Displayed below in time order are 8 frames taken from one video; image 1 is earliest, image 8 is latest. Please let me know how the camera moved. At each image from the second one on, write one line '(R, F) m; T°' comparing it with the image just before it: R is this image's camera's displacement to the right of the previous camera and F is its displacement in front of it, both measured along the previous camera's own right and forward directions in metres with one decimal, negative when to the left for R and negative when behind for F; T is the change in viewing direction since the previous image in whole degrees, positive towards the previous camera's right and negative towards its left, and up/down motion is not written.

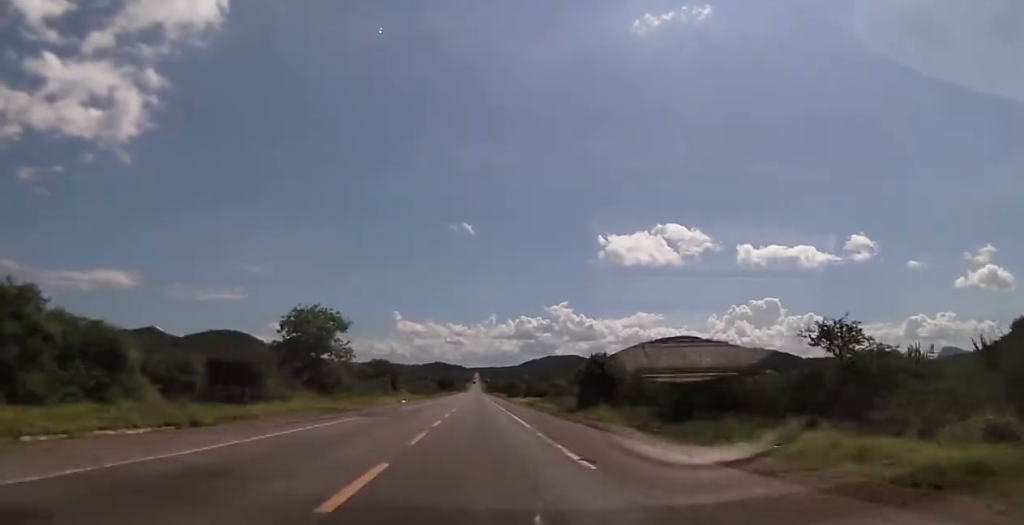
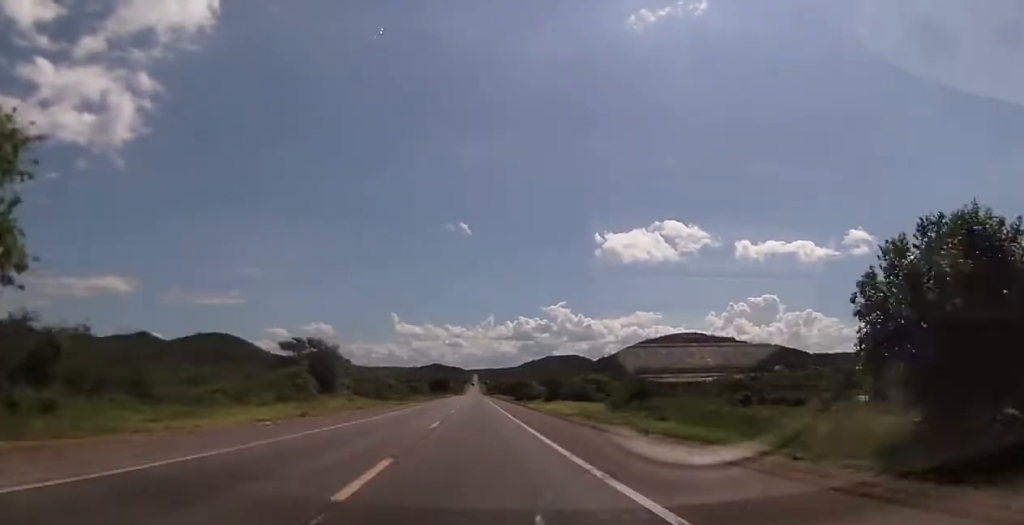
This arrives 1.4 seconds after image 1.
(+0.2, +52.5) m; 0°
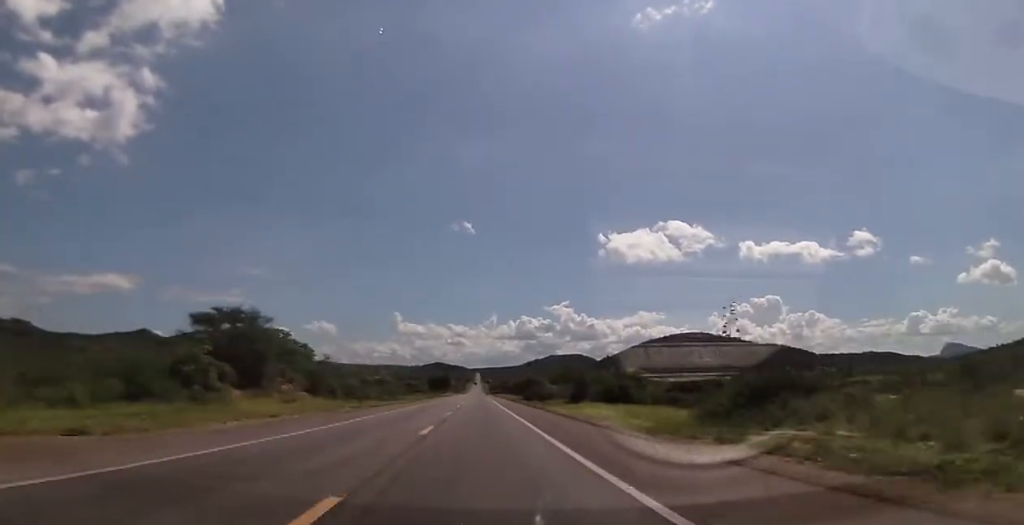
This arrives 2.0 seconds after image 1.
(-0.1, +24.5) m; 0°
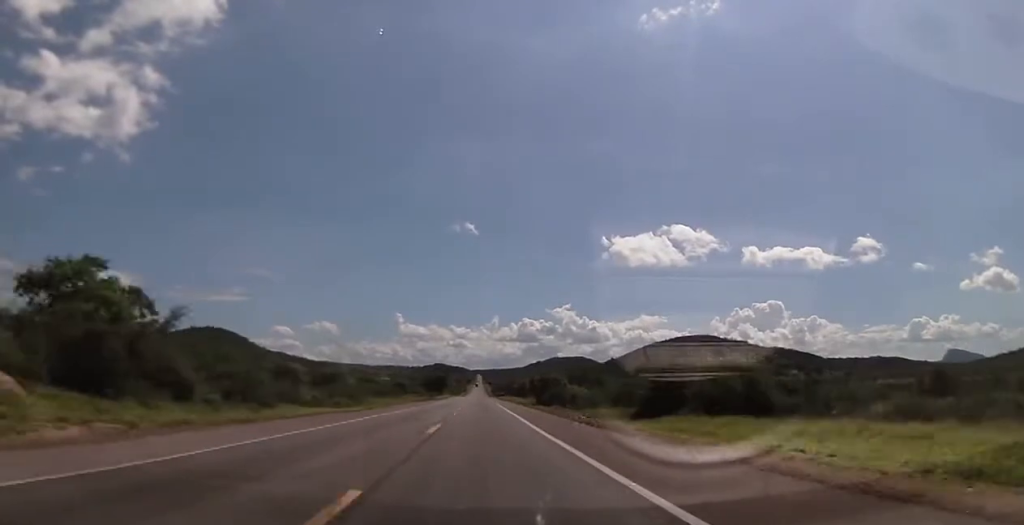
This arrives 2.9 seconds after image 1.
(0.0, +37.4) m; 0°
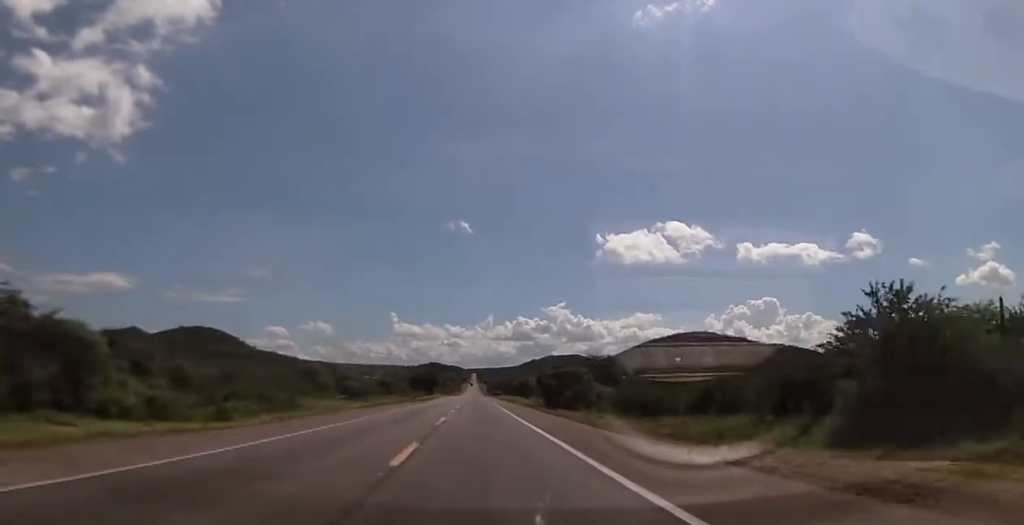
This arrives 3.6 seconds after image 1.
(0.0, +28.9) m; 0°
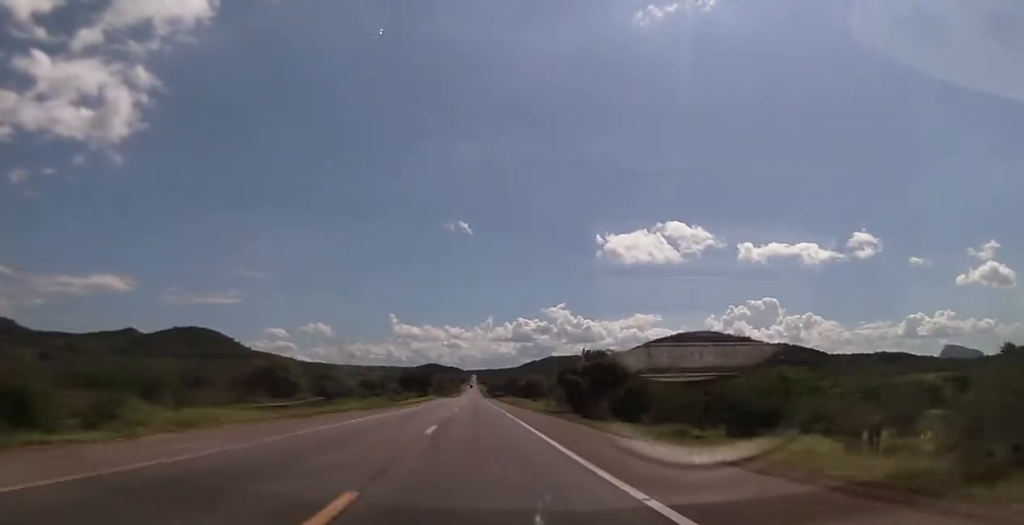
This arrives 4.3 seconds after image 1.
(+0.1, +26.1) m; 0°
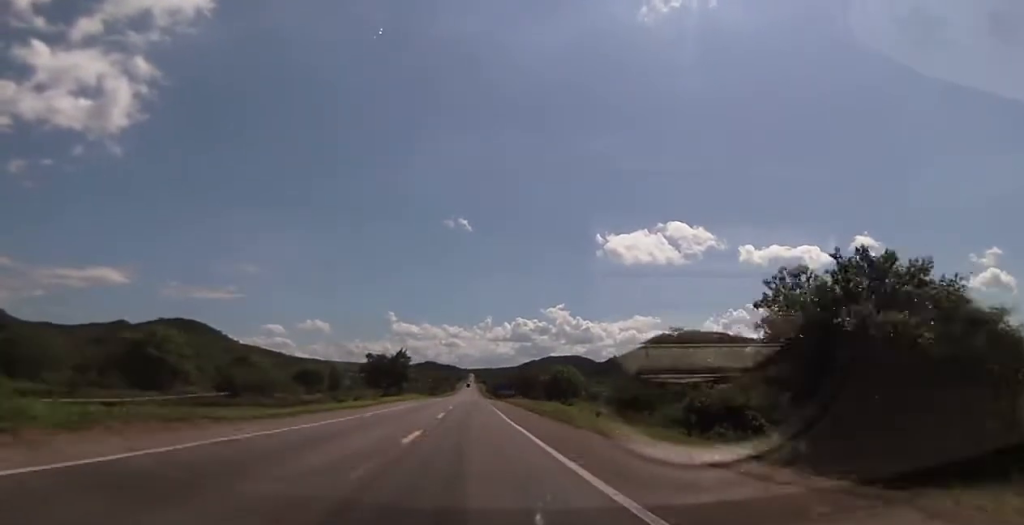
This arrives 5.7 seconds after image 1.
(-0.1, +54.8) m; 0°
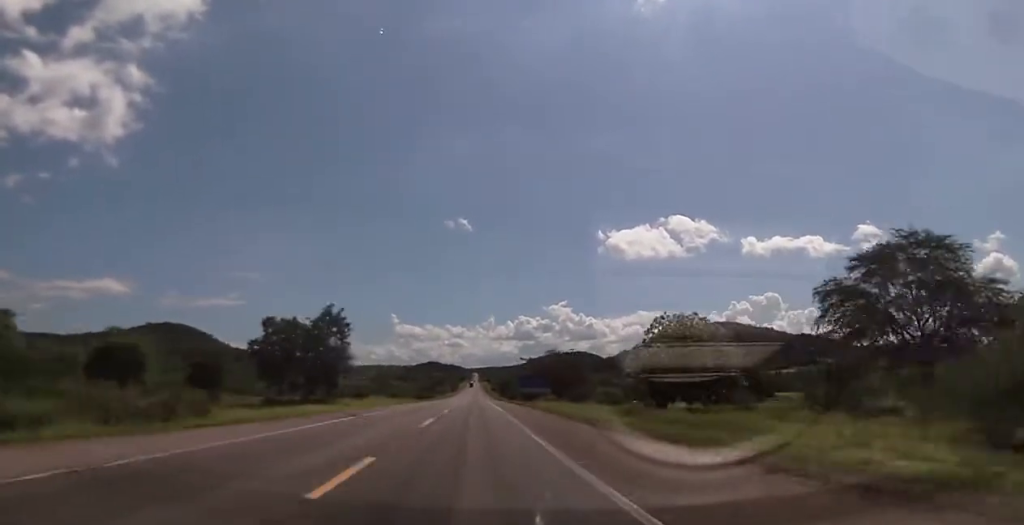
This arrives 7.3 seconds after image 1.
(+0.6, +56.6) m; +1°
